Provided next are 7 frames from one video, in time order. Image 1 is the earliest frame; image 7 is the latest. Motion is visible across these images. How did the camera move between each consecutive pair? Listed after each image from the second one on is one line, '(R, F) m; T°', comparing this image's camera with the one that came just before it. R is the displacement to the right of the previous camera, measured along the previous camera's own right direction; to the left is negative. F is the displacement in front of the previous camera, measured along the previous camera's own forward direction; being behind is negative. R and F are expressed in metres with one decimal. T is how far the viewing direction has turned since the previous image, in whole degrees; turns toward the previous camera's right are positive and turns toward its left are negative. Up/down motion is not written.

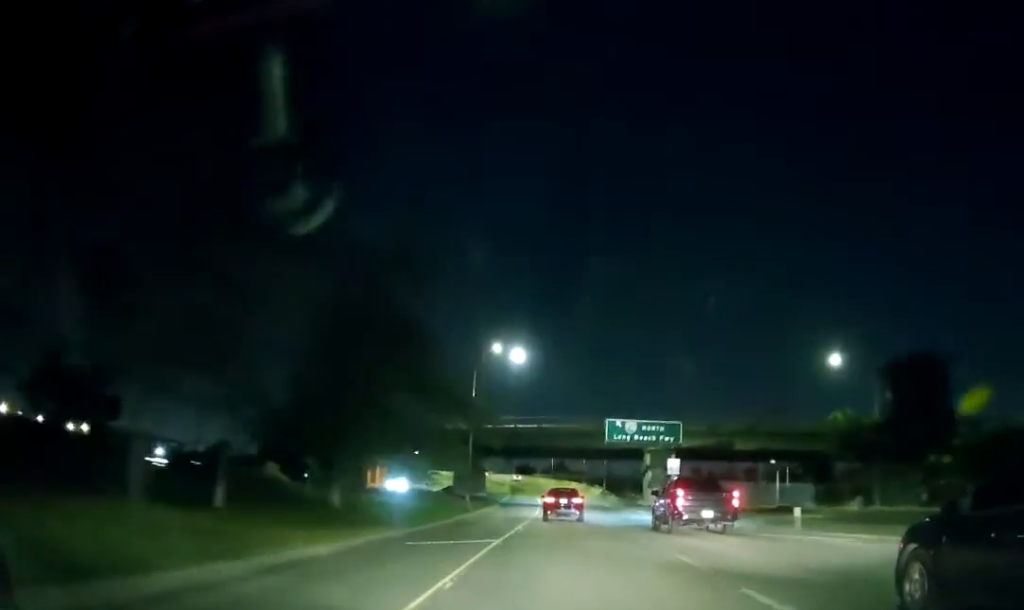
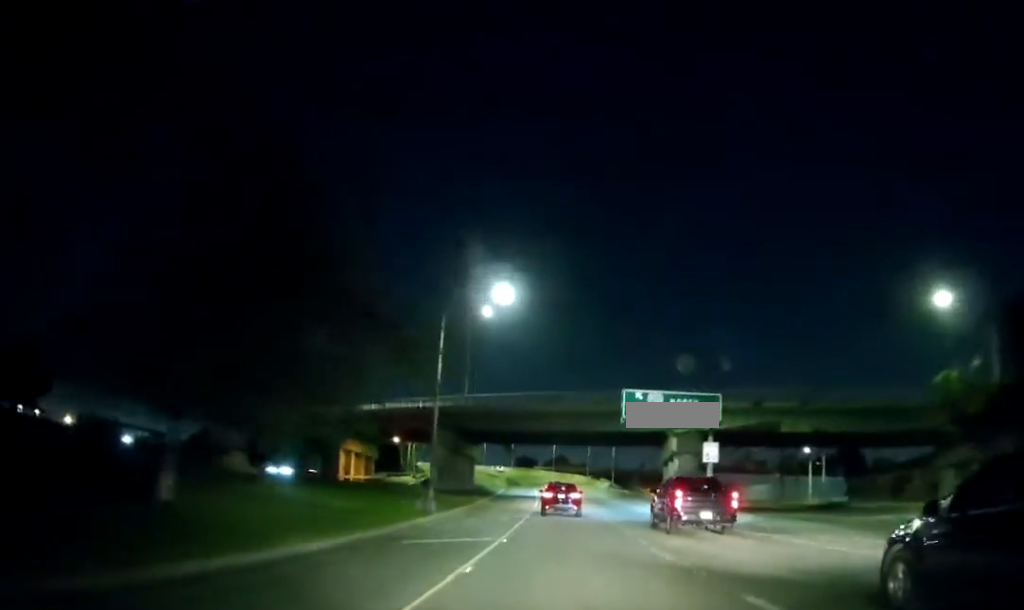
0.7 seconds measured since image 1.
(+0.5, +14.8) m; 0°
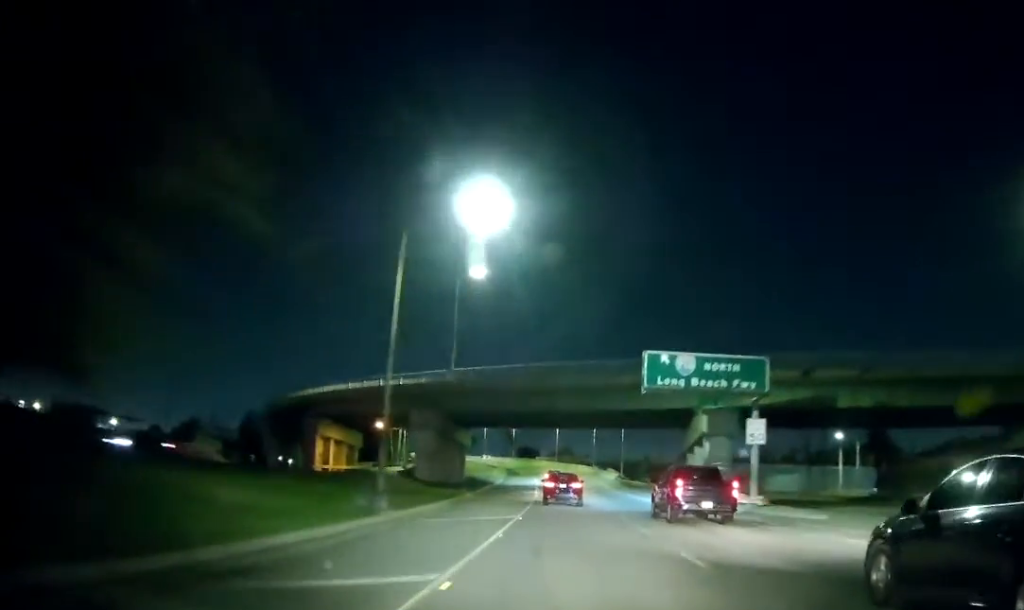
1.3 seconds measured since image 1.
(-0.3, +10.6) m; -1°
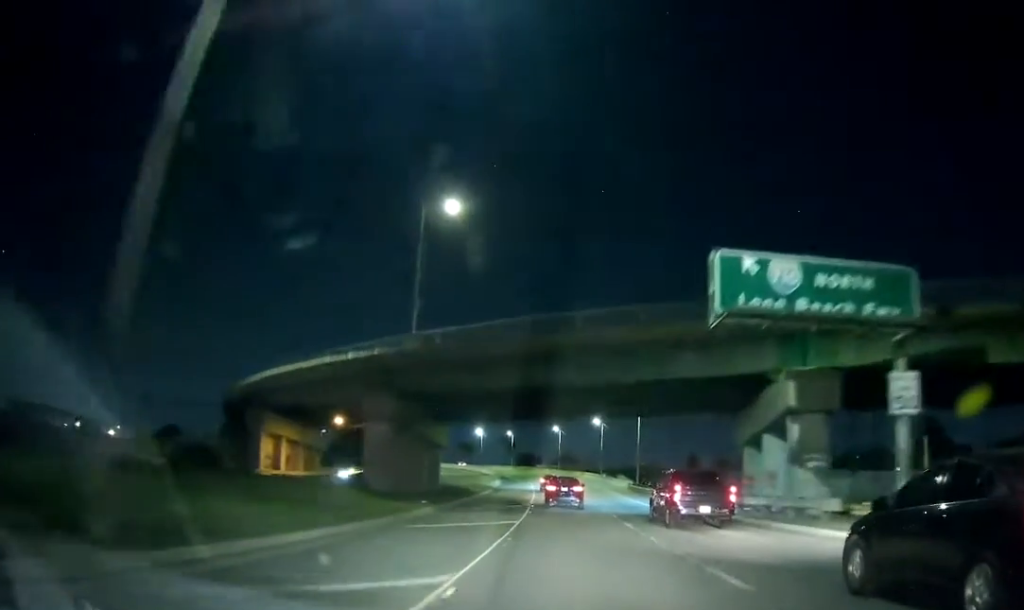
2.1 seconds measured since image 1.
(-0.3, +15.8) m; -2°
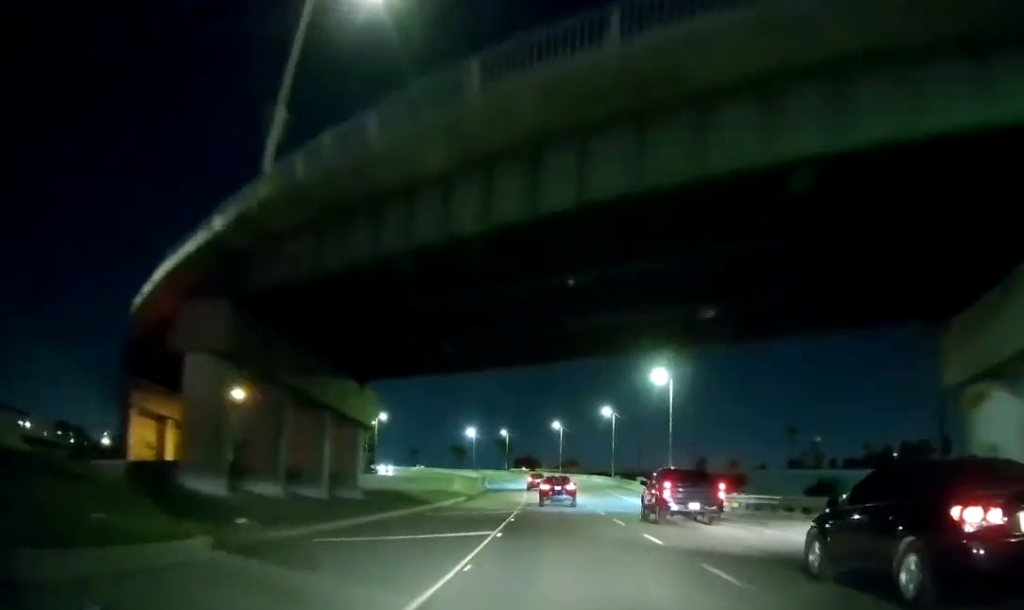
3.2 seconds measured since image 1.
(-0.4, +22.1) m; -2°
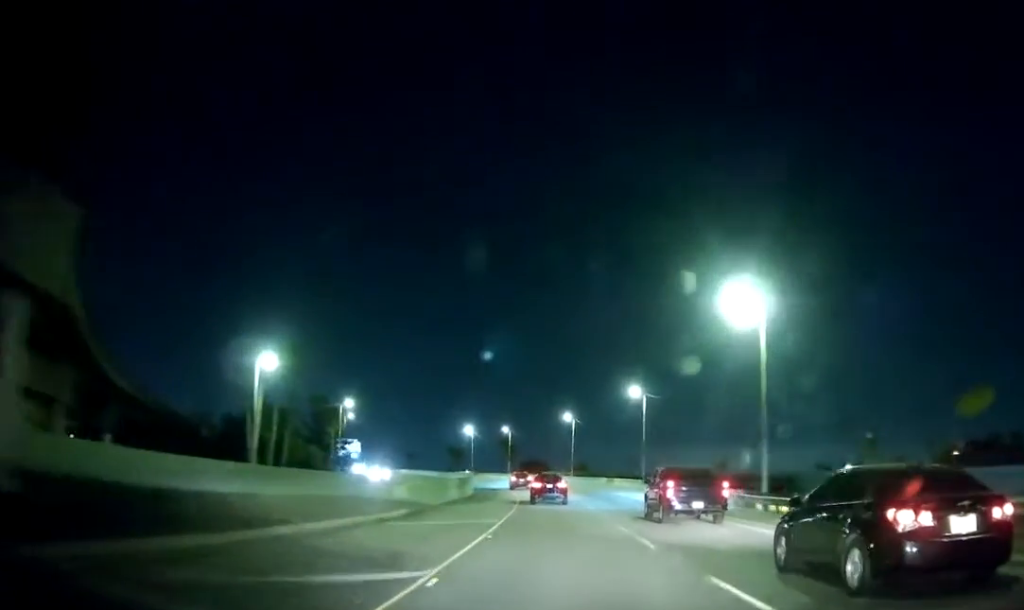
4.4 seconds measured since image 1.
(+0.2, +24.0) m; +2°
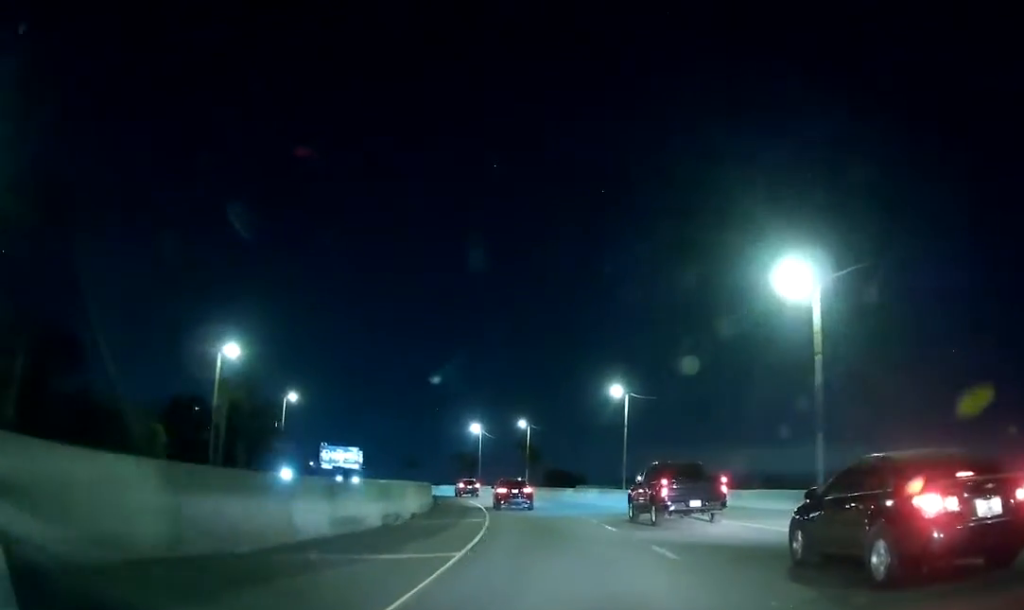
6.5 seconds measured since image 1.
(-0.6, +39.8) m; -3°
